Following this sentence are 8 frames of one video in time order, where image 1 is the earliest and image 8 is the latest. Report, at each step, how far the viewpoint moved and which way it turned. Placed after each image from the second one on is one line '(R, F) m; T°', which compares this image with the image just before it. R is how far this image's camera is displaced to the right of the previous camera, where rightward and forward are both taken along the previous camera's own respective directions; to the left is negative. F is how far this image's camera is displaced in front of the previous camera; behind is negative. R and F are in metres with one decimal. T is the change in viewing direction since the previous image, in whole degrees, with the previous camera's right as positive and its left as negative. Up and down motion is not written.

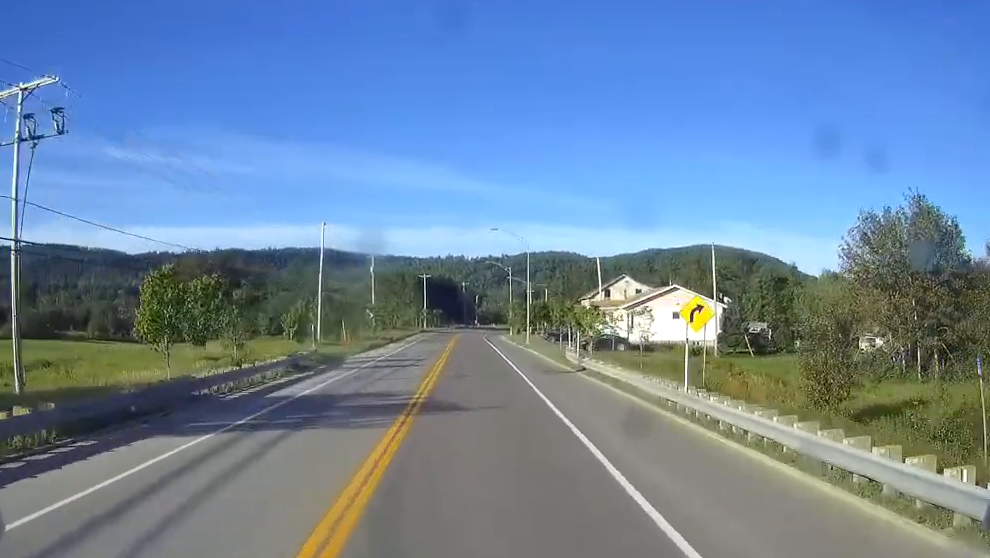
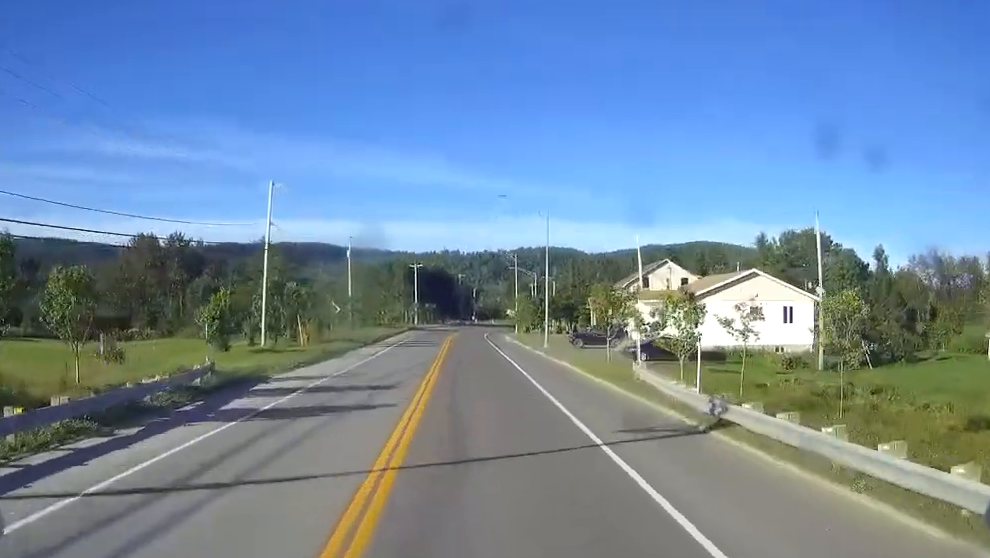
(0.0, +21.2) m; 0°
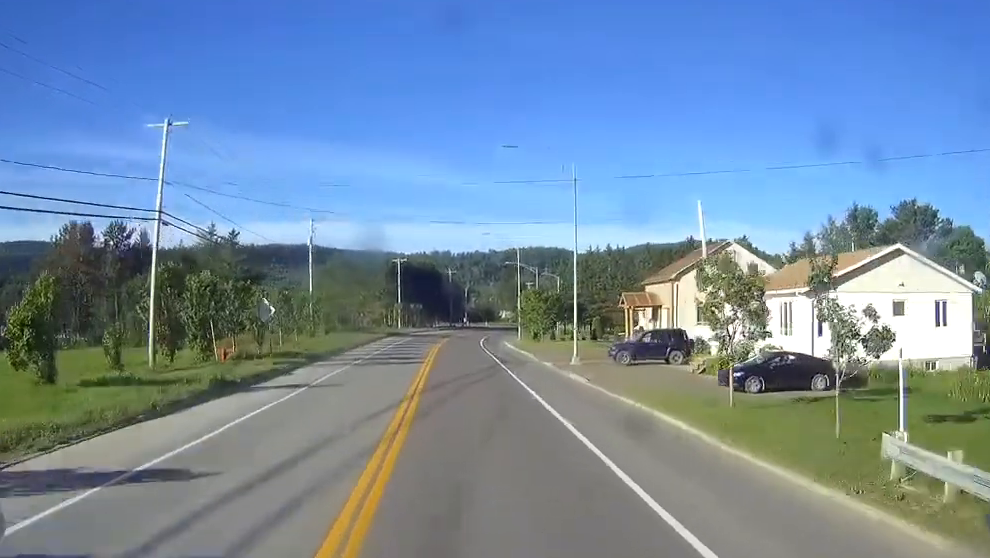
(0.0, +20.3) m; 0°
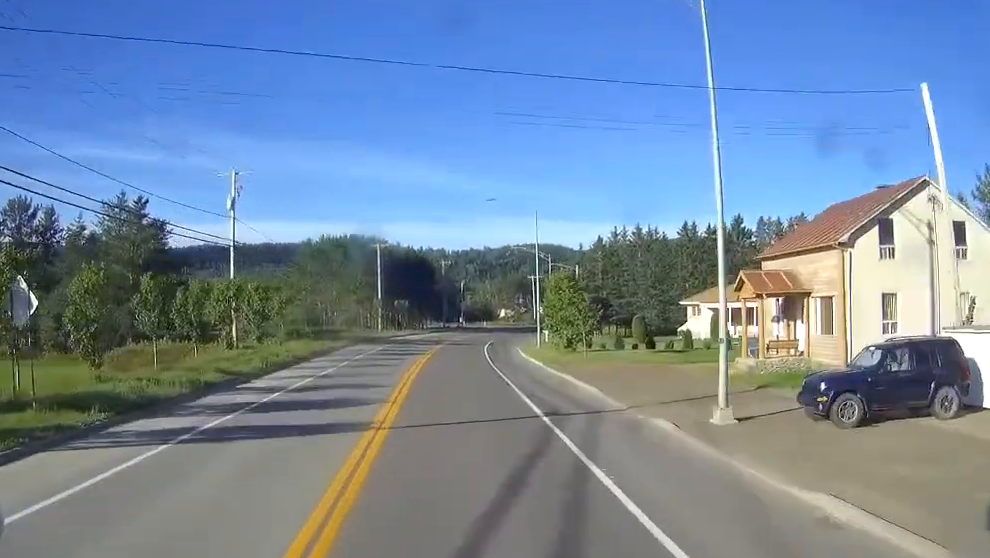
(+0.2, +25.6) m; +1°
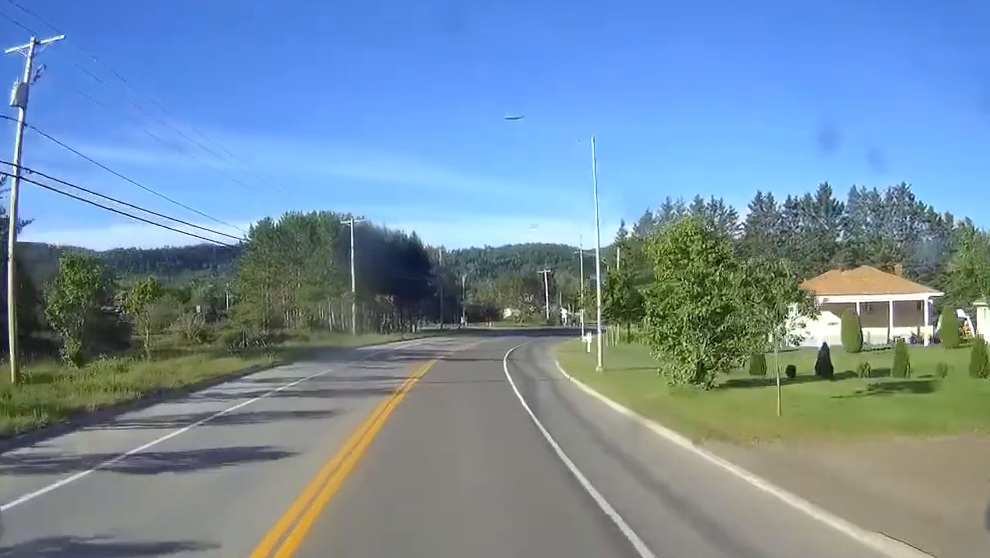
(+0.1, +26.7) m; 0°
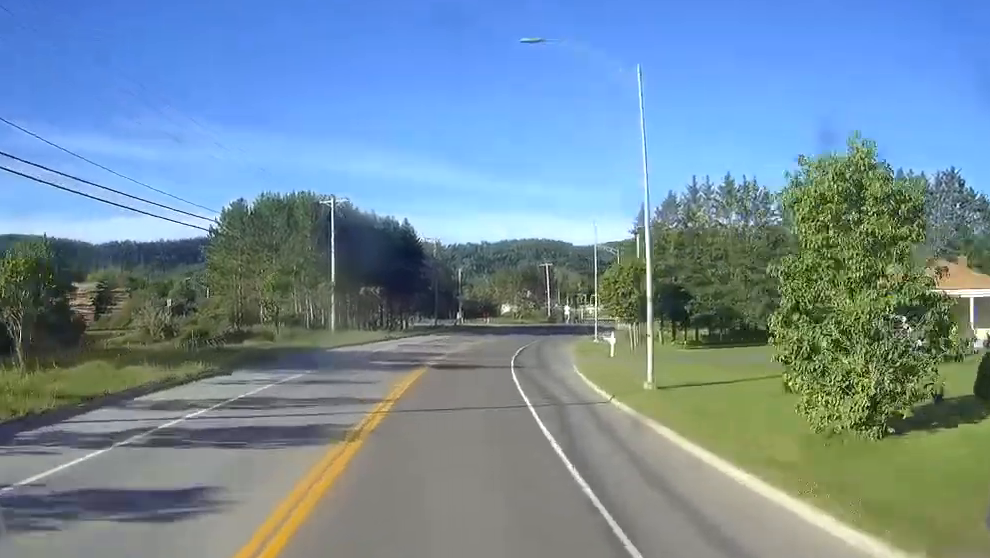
(0.0, +10.2) m; +1°
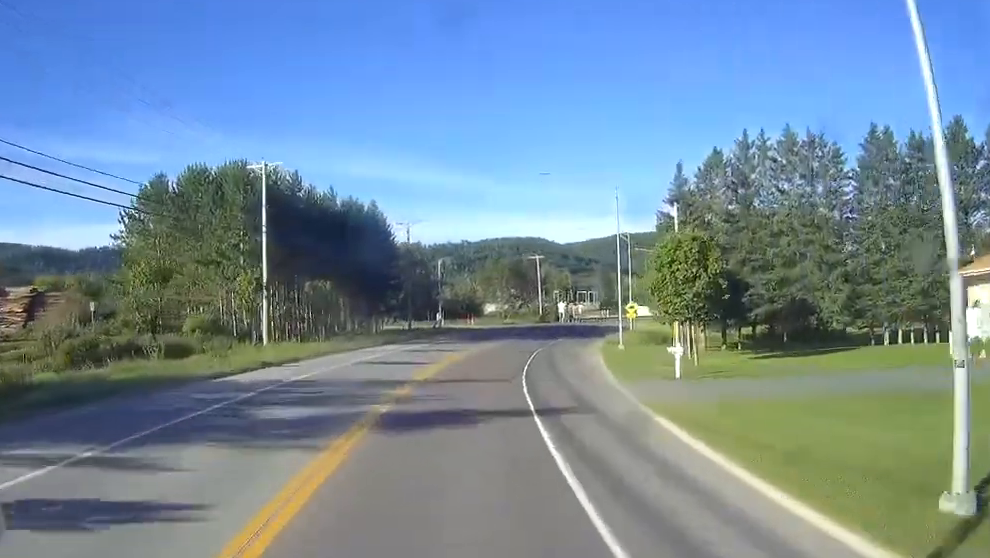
(+0.1, +17.6) m; +3°
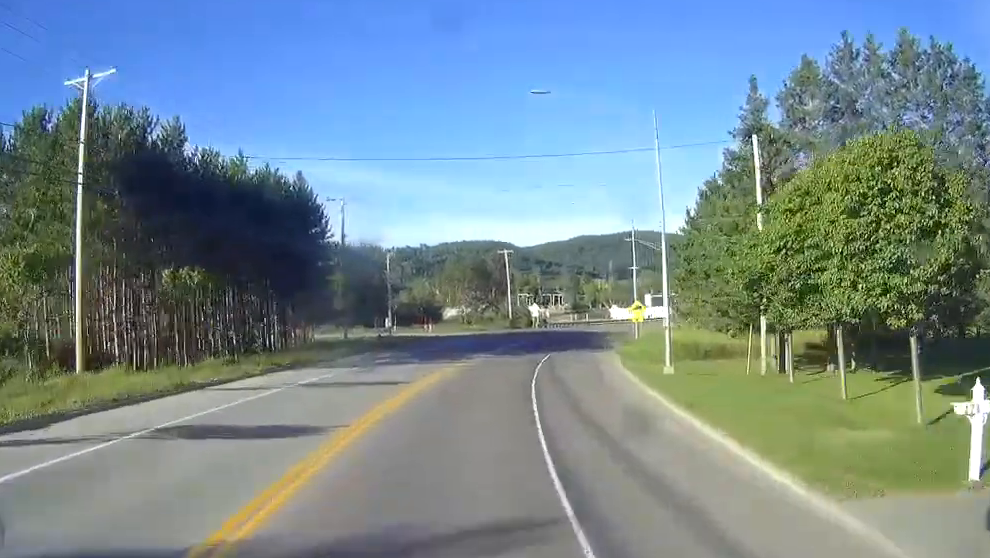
(+0.8, +20.4) m; +1°
